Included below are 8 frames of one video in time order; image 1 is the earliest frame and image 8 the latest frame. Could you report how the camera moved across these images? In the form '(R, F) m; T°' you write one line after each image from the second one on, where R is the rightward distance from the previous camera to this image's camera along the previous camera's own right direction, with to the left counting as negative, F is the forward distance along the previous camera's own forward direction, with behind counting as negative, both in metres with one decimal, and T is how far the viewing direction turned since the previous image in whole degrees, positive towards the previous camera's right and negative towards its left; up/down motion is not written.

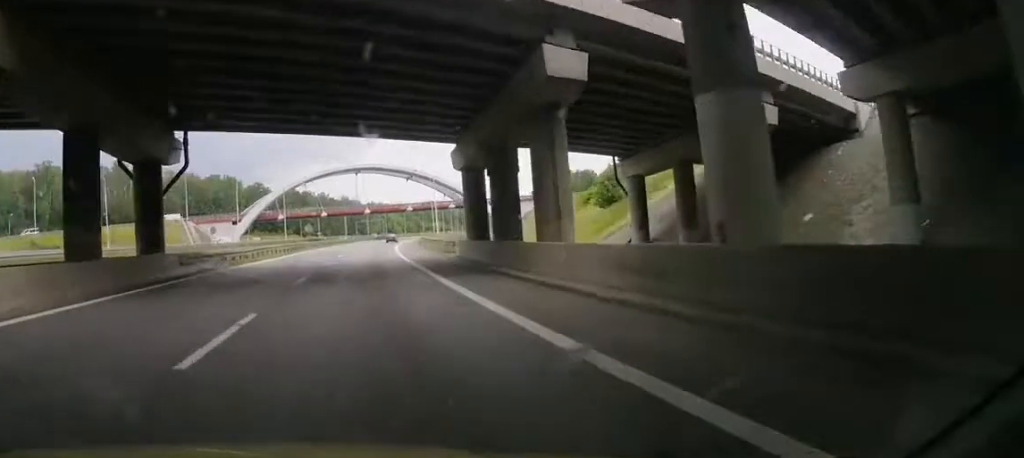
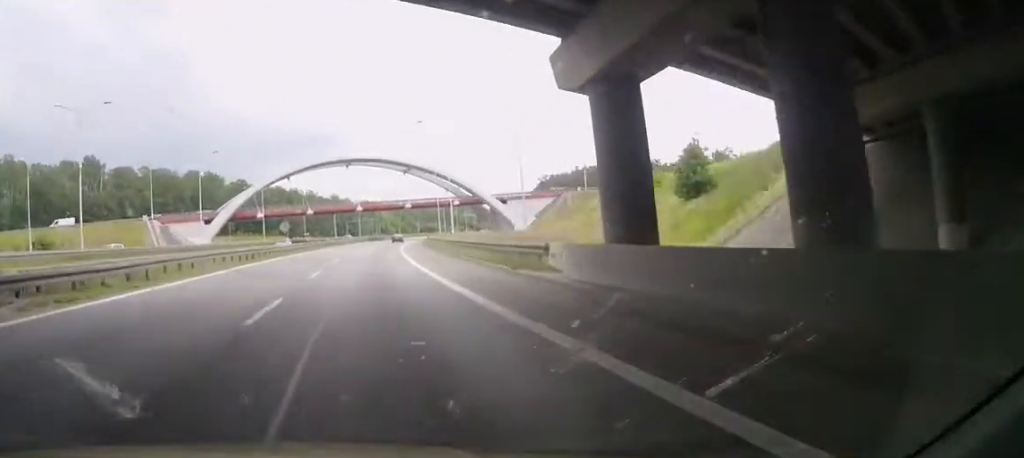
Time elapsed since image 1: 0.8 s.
(0.0, +20.4) m; 0°
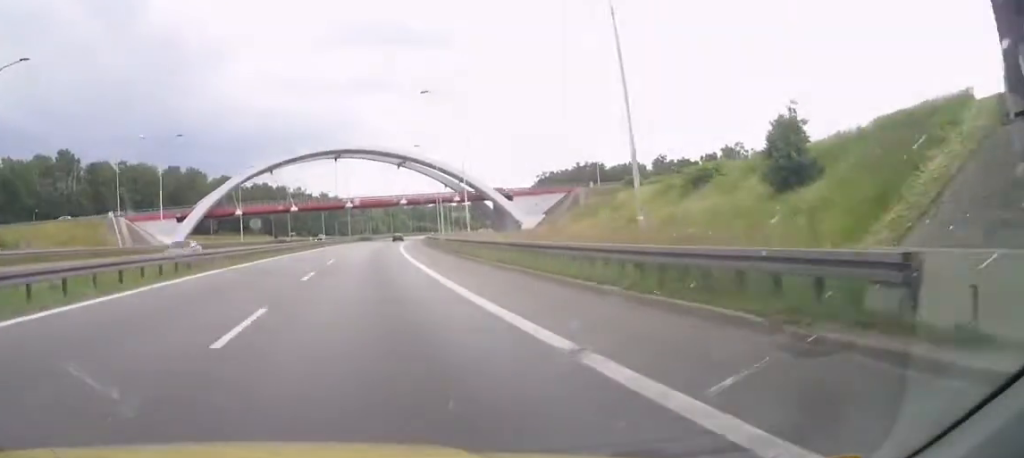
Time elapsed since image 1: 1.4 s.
(0.0, +13.8) m; 0°
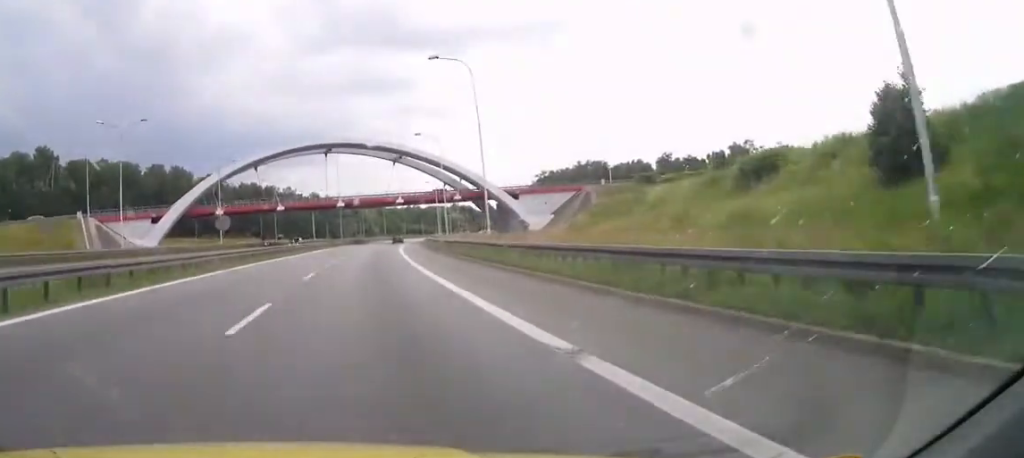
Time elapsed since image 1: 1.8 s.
(-0.1, +10.5) m; 0°
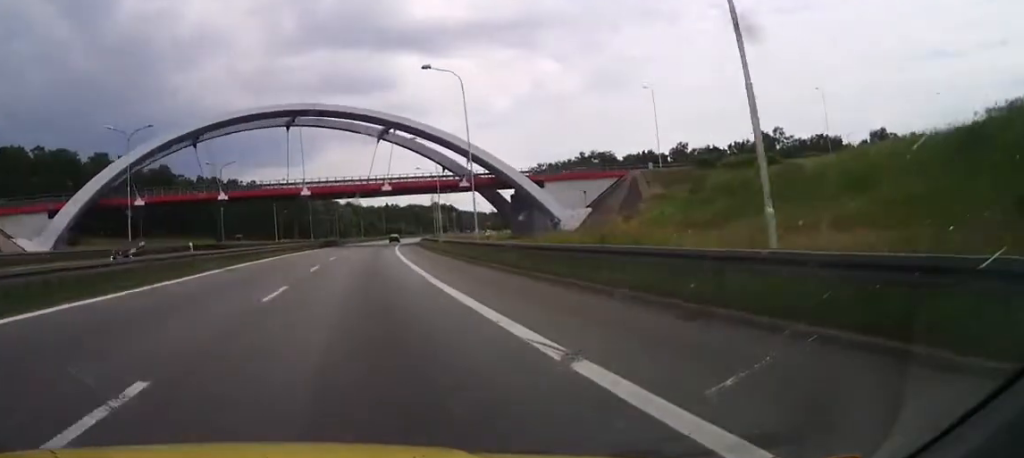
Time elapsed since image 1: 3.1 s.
(+0.5, +30.0) m; +2°
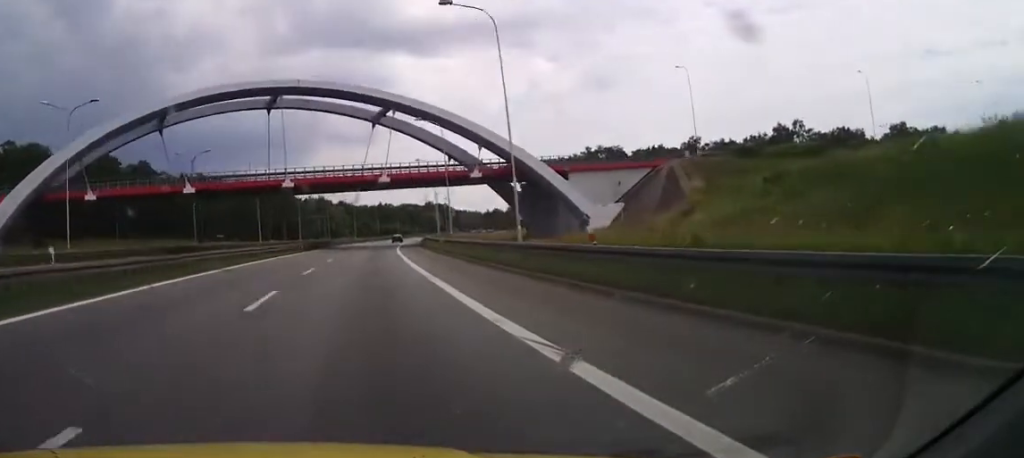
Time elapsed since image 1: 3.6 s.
(+0.2, +13.2) m; +1°
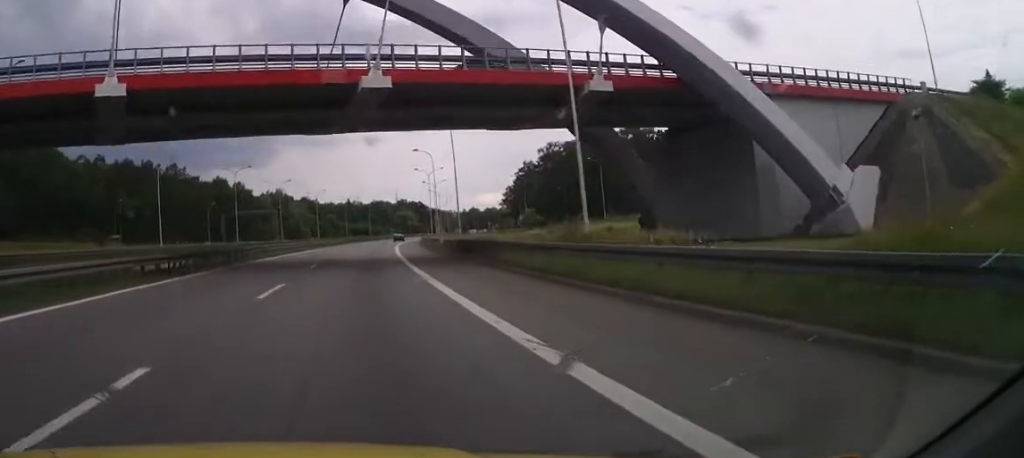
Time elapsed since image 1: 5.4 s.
(+1.3, +45.5) m; +2°
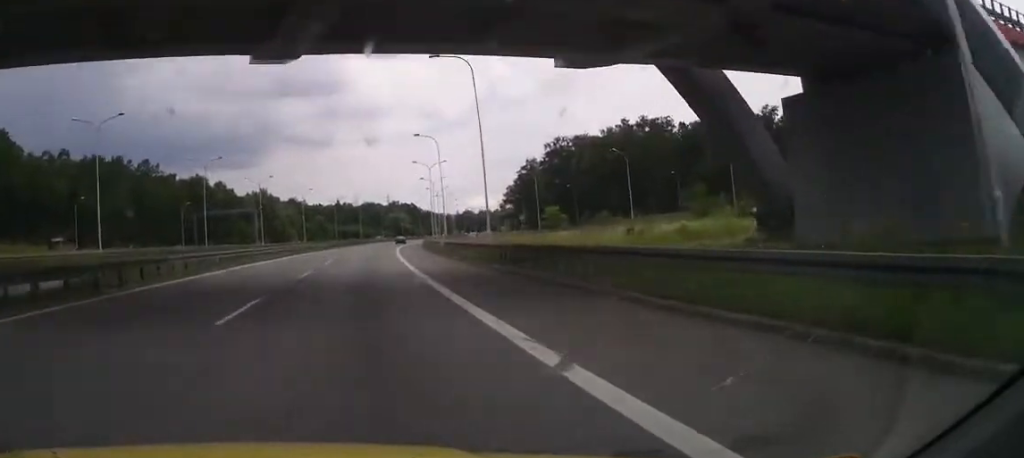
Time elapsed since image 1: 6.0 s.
(0.0, +16.1) m; 0°
